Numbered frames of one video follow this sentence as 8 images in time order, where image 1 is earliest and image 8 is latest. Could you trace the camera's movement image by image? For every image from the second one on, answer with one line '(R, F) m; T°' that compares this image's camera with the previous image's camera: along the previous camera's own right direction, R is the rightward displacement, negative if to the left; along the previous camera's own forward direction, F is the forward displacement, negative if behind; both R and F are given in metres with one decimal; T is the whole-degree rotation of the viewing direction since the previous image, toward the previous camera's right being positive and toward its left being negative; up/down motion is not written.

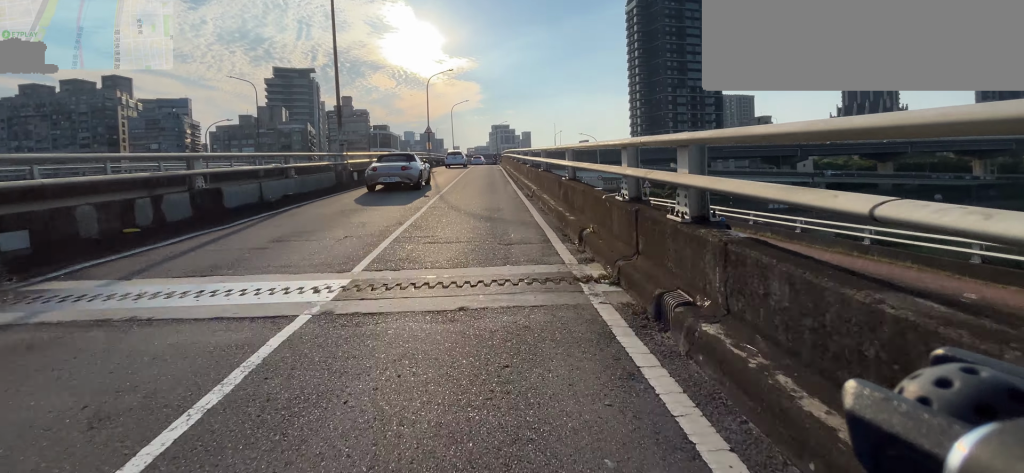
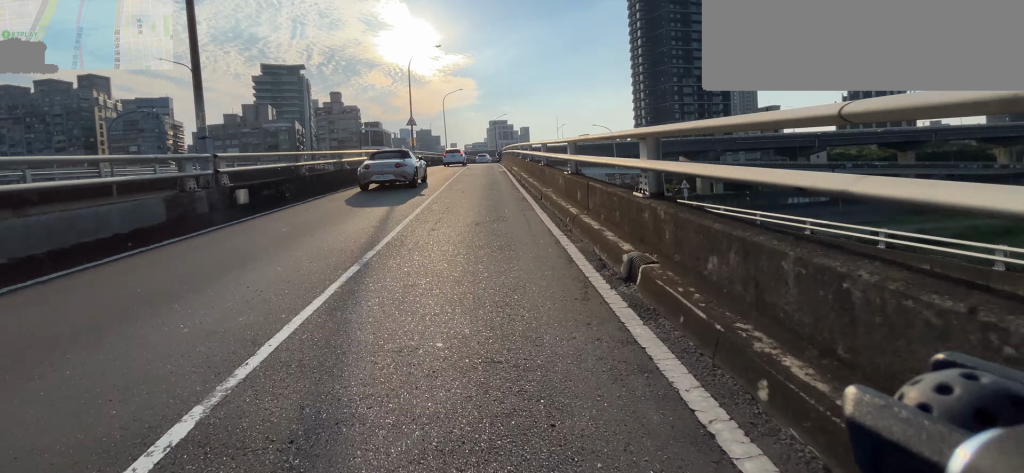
(-0.3, +7.4) m; +4°
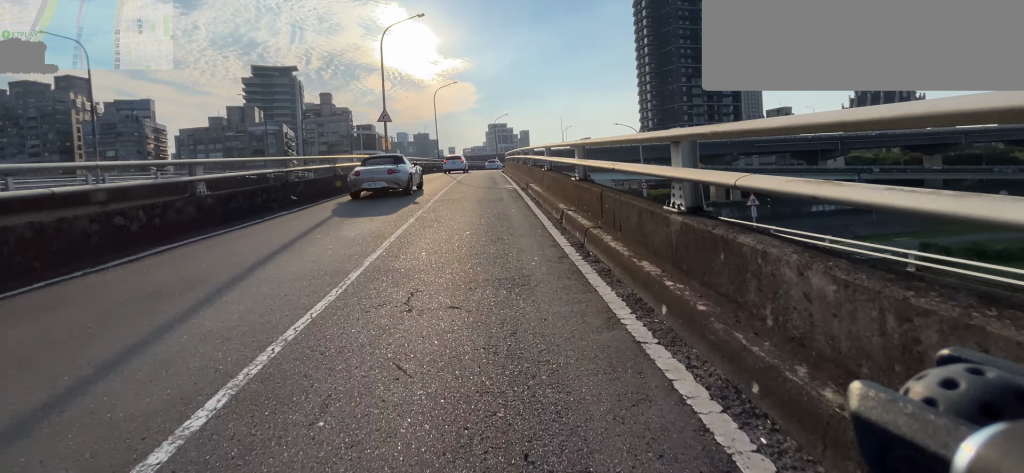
(+0.2, +7.7) m; +4°
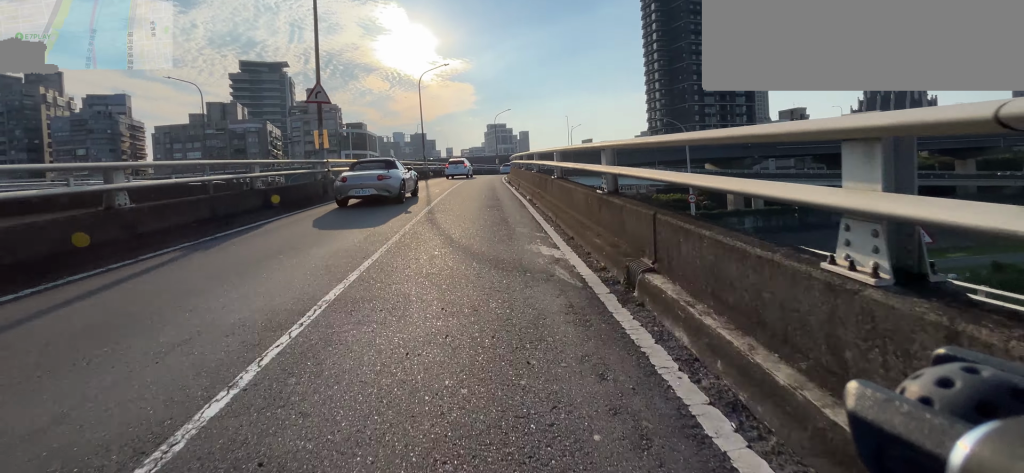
(+0.9, +8.5) m; +5°
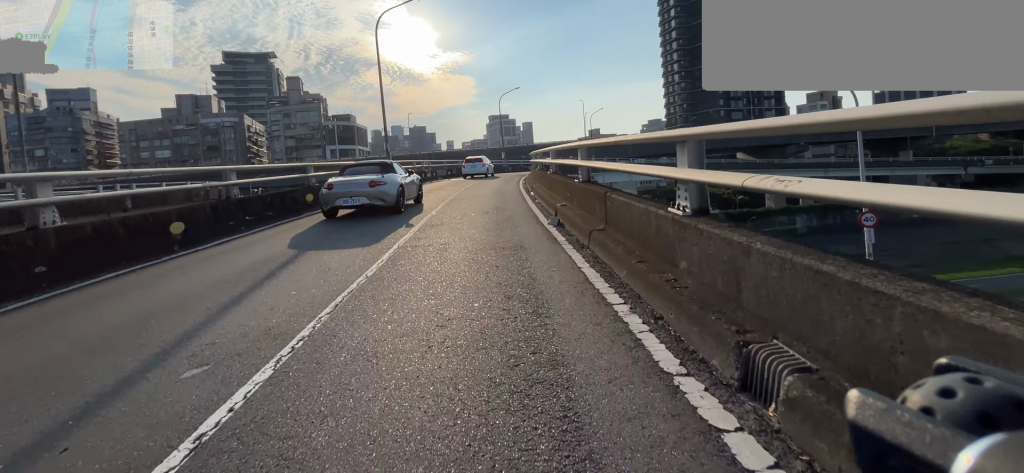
(+0.4, +12.2) m; +2°
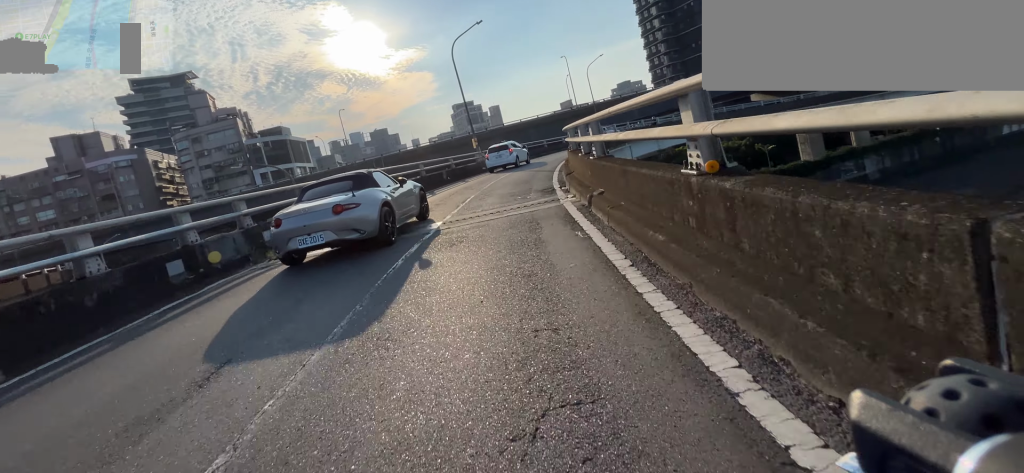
(+0.1, +17.5) m; 0°
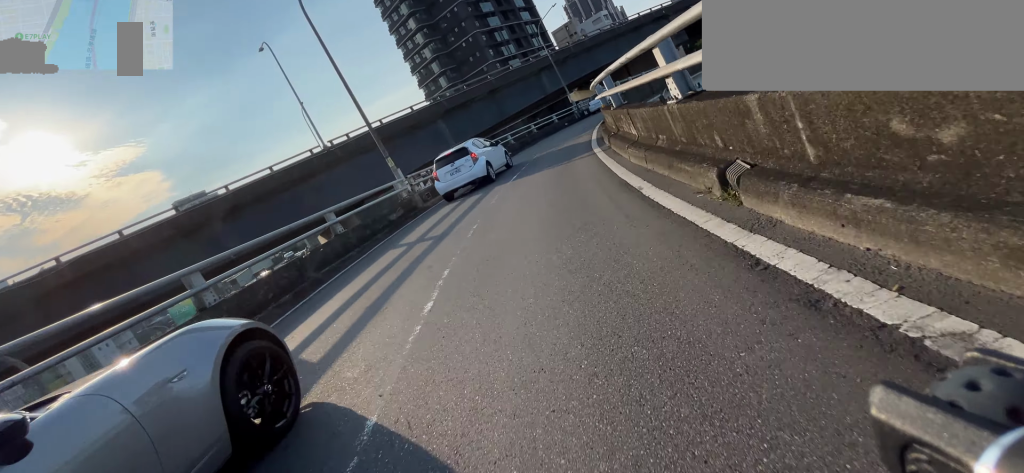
(+0.2, +34.3) m; +9°
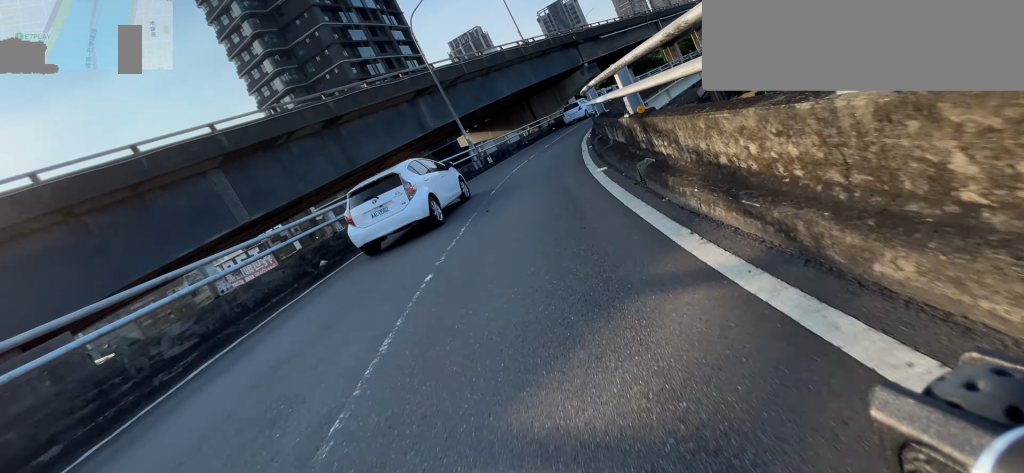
(+2.4, +13.5) m; +28°
